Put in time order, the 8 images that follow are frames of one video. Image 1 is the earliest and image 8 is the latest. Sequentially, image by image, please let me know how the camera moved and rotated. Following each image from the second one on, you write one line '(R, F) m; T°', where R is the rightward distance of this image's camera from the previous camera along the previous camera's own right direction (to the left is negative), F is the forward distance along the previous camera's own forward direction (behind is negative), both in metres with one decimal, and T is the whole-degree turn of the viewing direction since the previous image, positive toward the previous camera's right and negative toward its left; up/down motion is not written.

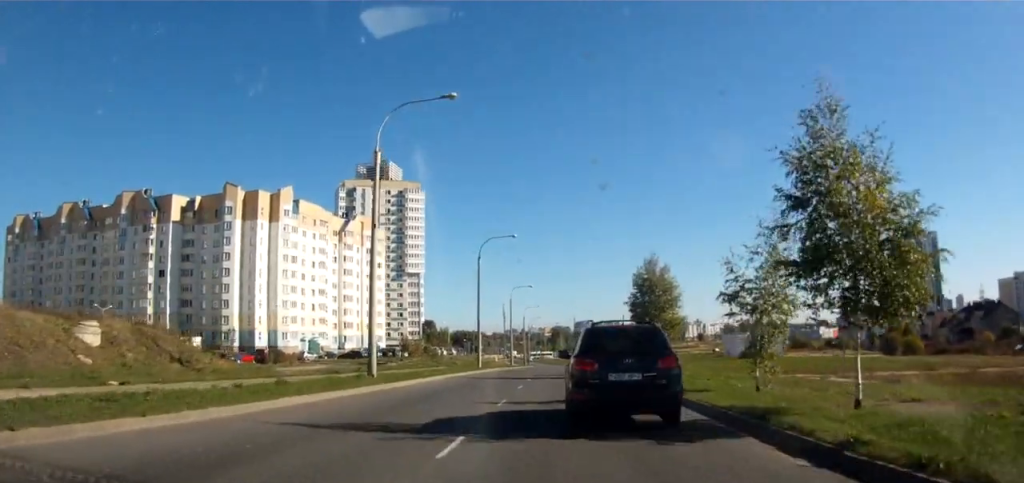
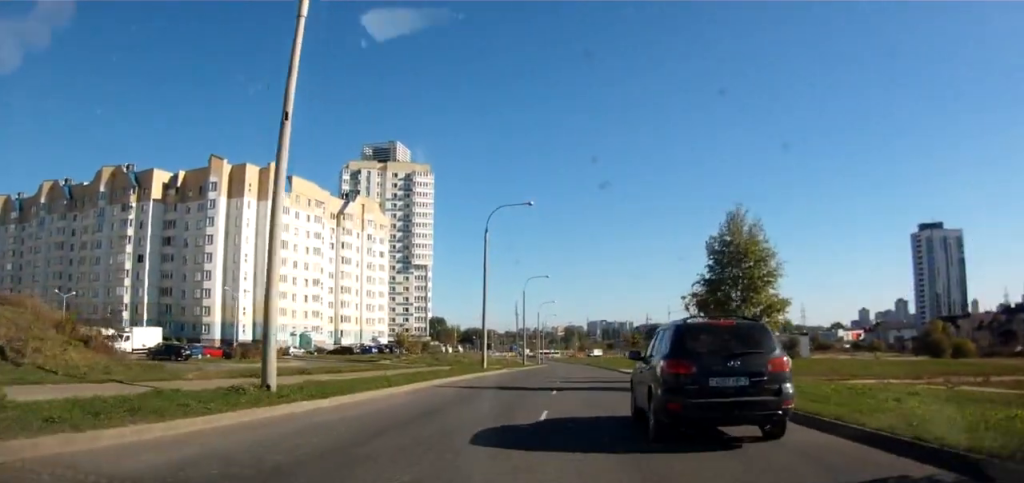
(-0.3, +11.3) m; -2°
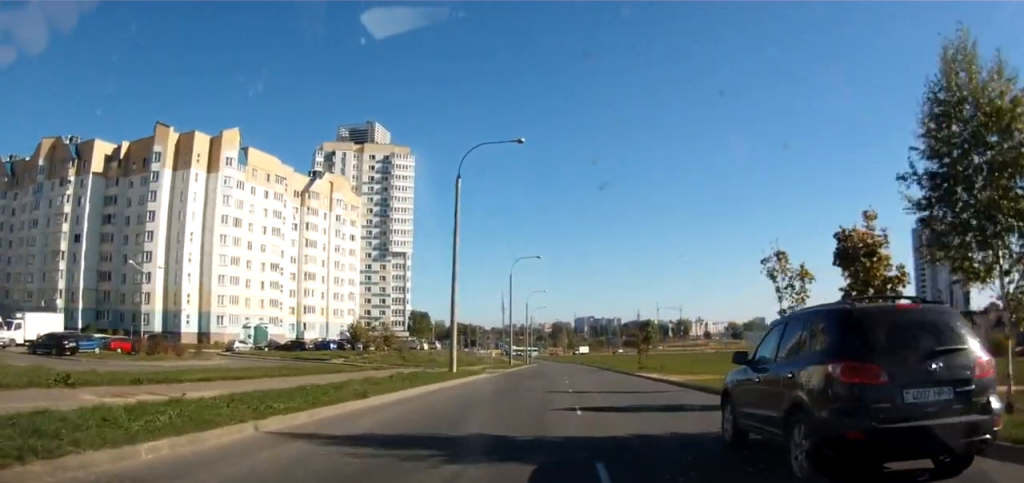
(-0.1, +13.1) m; 0°
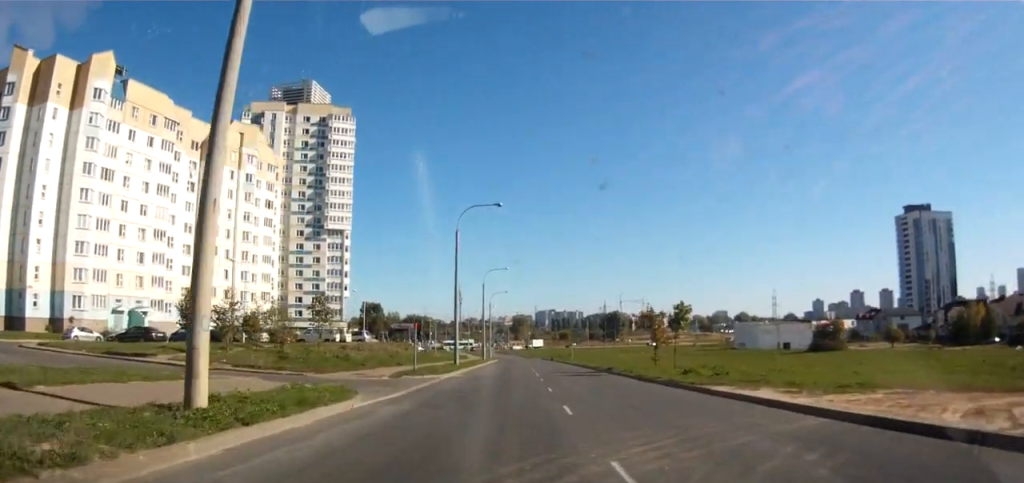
(+0.4, +22.6) m; +3°
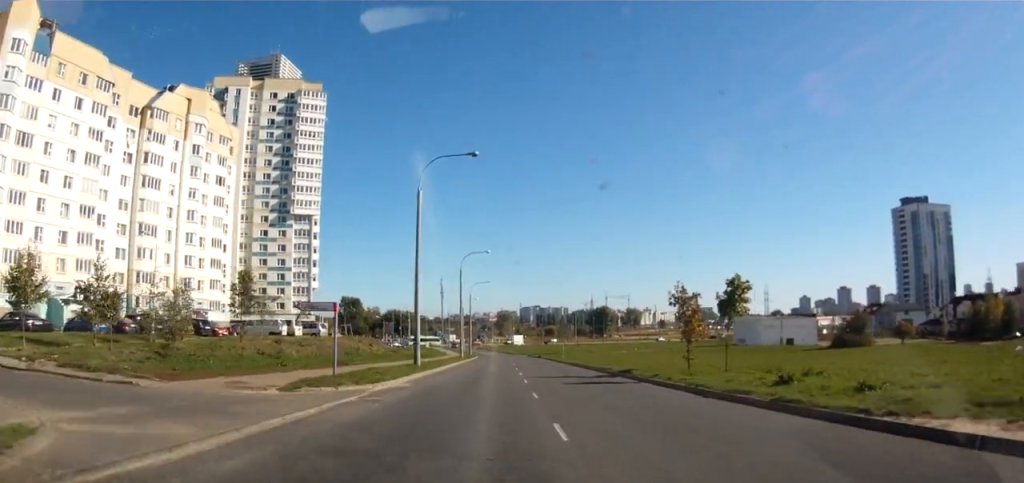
(+0.4, +11.1) m; +1°
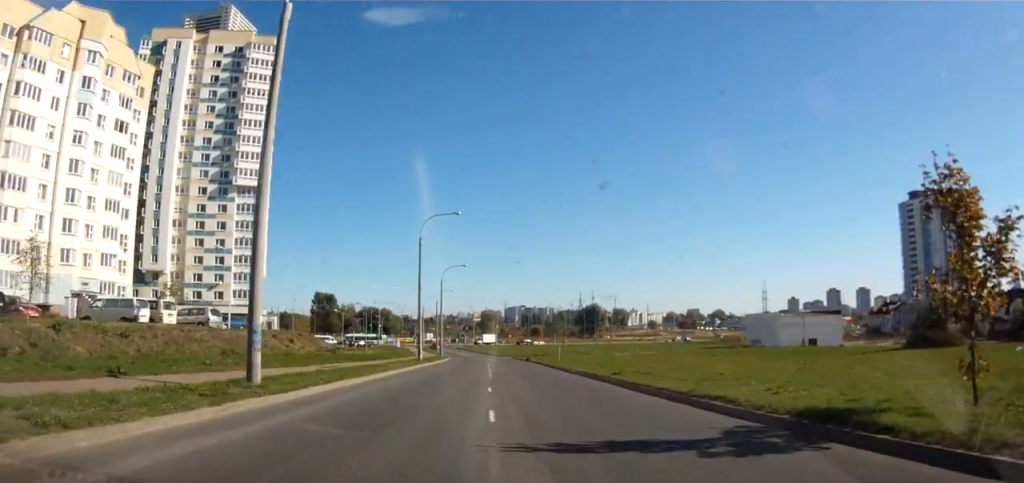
(-0.1, +20.3) m; +1°
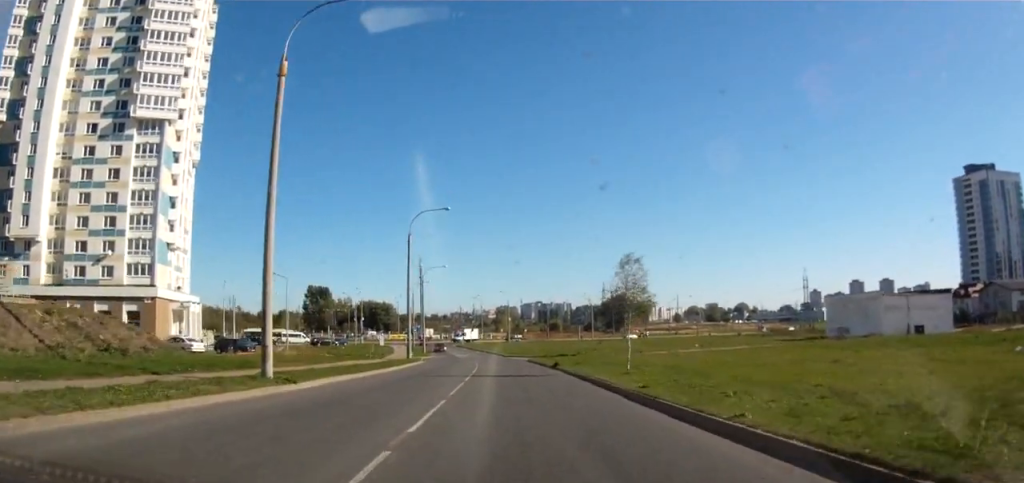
(+1.1, +34.5) m; 0°
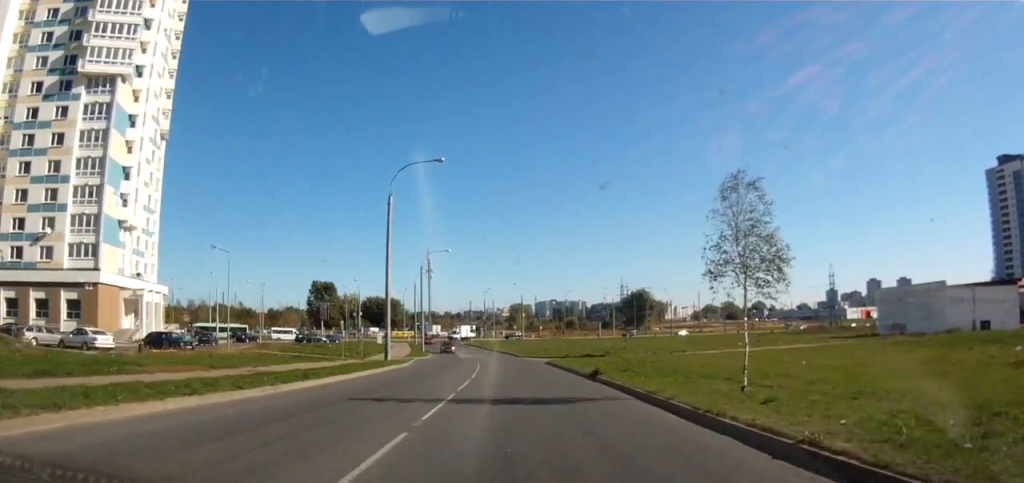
(-0.4, +13.5) m; -1°
